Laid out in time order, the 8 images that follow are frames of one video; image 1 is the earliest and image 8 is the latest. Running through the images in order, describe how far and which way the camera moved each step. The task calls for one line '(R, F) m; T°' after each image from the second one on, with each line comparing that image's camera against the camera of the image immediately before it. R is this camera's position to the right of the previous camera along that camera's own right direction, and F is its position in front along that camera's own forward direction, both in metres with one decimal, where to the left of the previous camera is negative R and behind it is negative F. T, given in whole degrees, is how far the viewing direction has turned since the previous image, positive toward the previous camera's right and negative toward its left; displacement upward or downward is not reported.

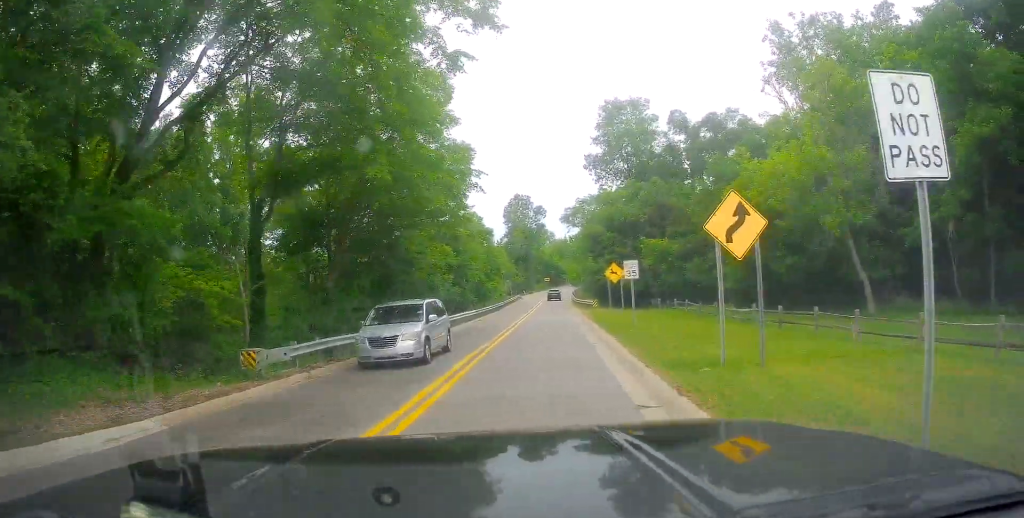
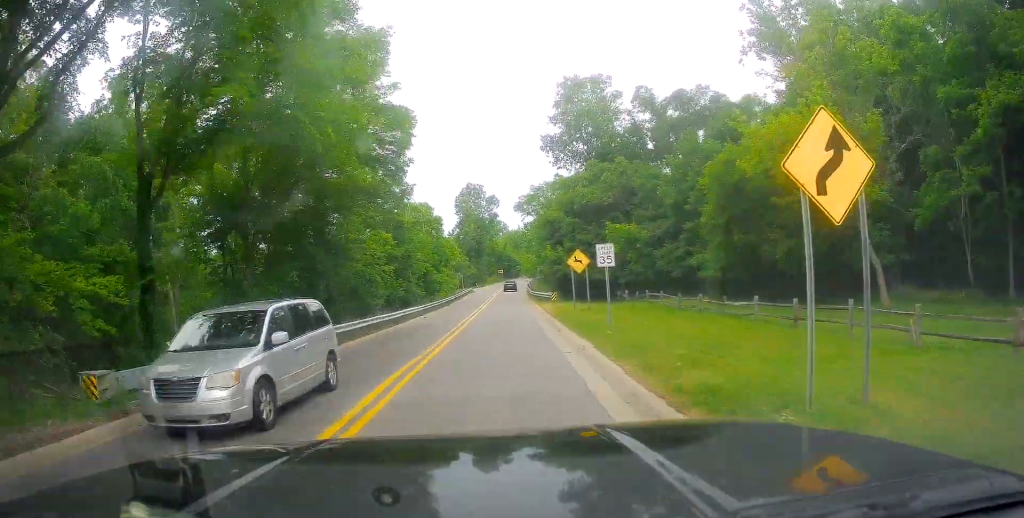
(+0.6, +4.8) m; +6°
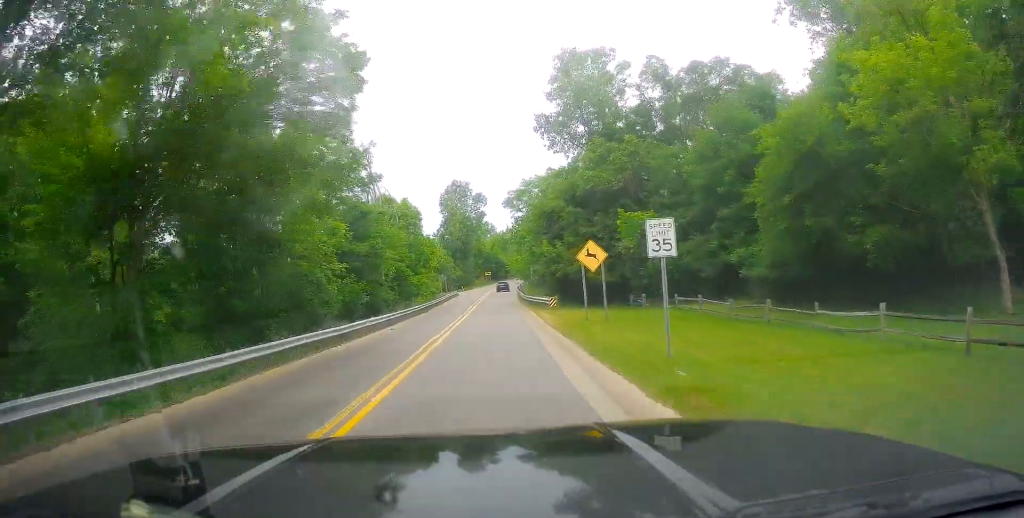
(+0.6, +7.9) m; +6°
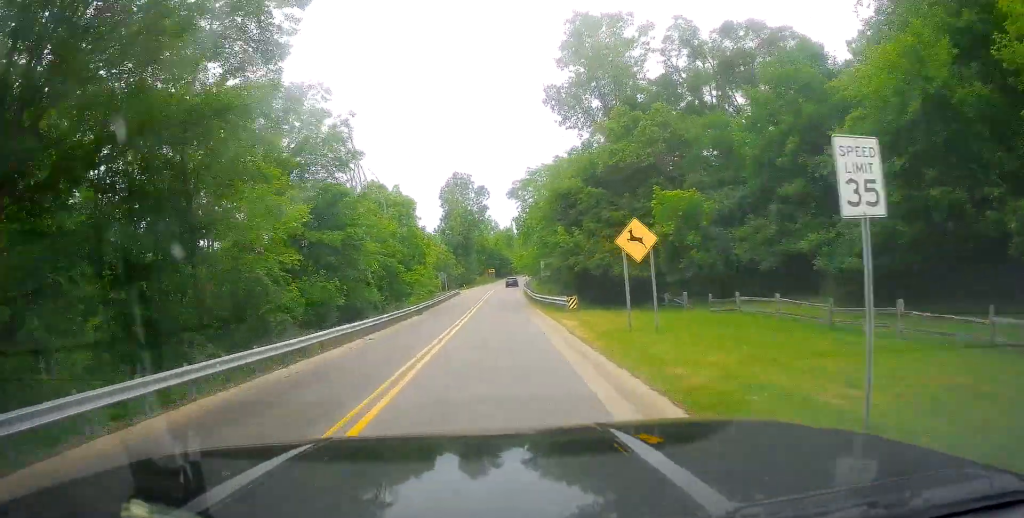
(+0.2, +6.4) m; +2°
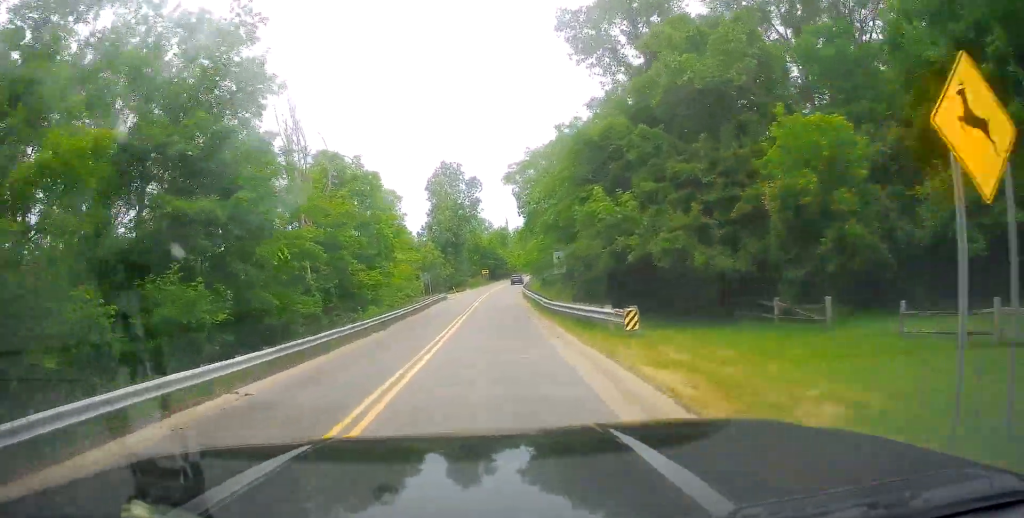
(+0.2, +11.9) m; +1°
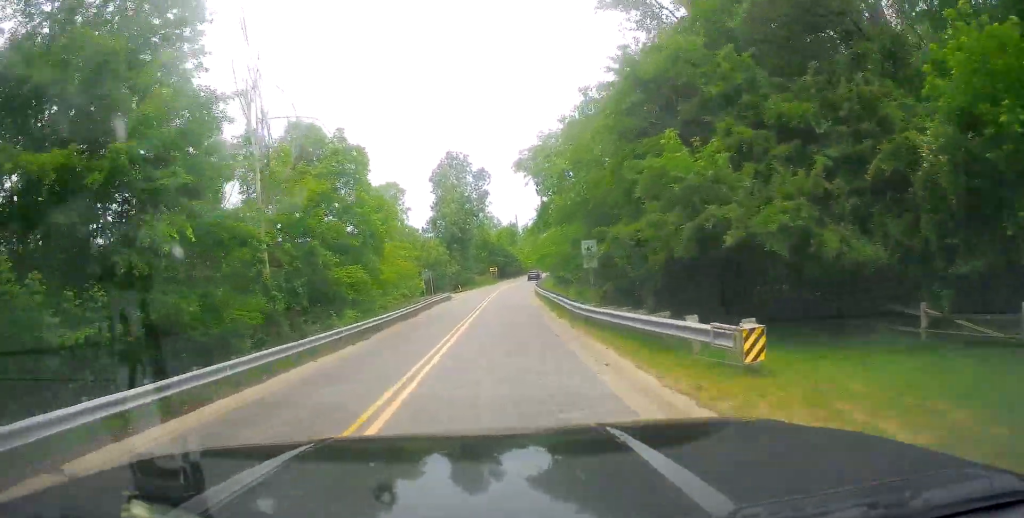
(0.0, +6.2) m; -1°
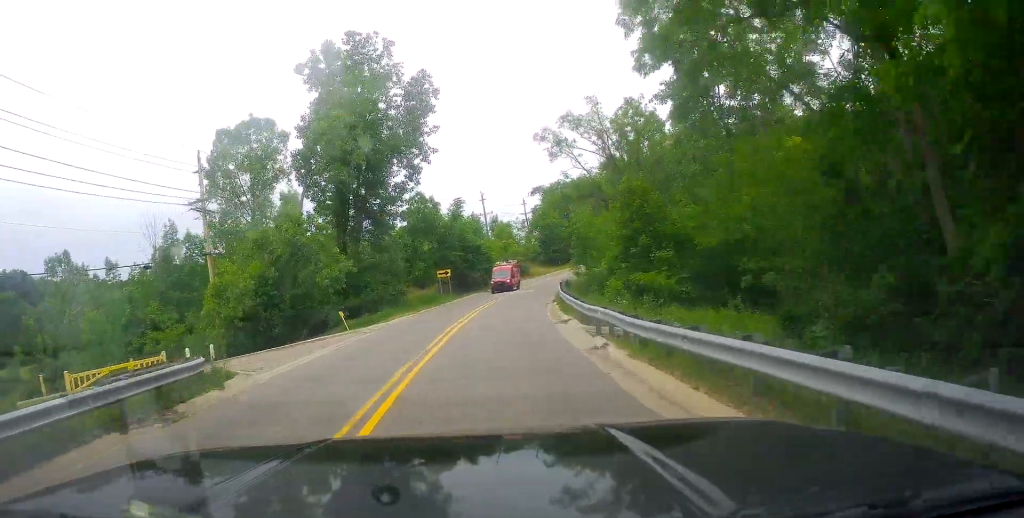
(-2.6, +49.4) m; -2°
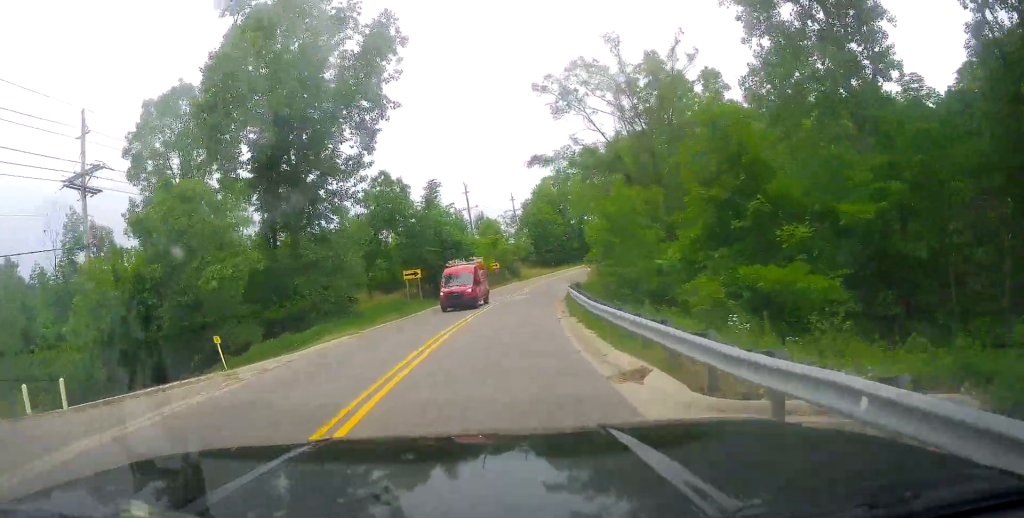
(-0.2, +12.4) m; +1°
